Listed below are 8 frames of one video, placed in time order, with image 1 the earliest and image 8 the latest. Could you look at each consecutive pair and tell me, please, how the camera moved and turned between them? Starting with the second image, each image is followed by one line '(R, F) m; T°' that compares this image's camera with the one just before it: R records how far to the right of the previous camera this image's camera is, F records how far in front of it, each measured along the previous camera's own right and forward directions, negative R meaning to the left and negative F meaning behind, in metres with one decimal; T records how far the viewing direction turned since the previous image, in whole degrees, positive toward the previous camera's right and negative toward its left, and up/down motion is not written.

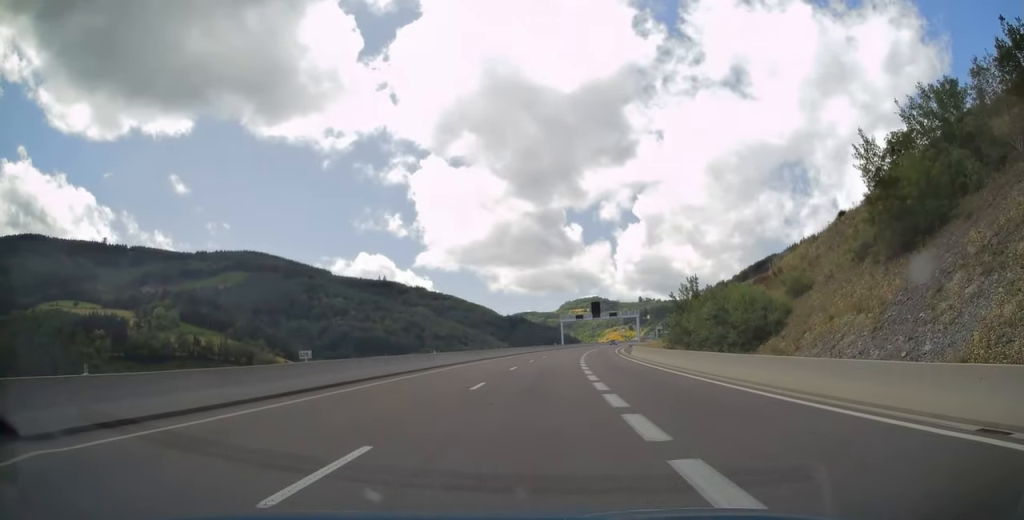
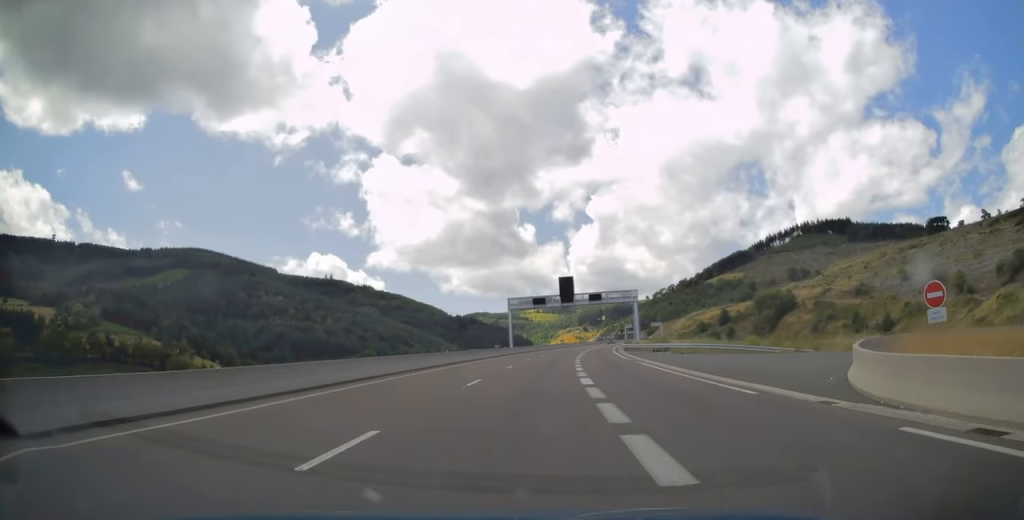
(+2.1, +50.1) m; +5°
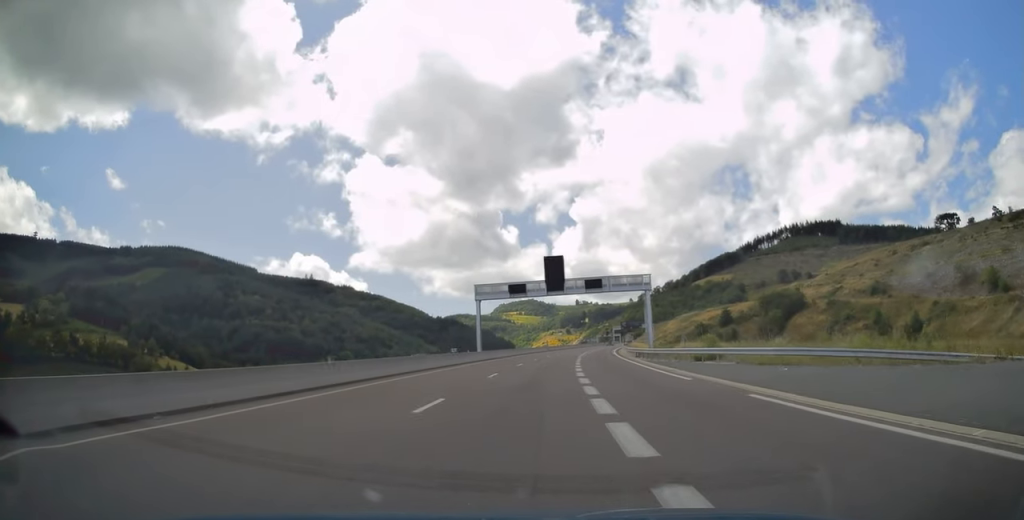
(+0.5, +20.3) m; +2°
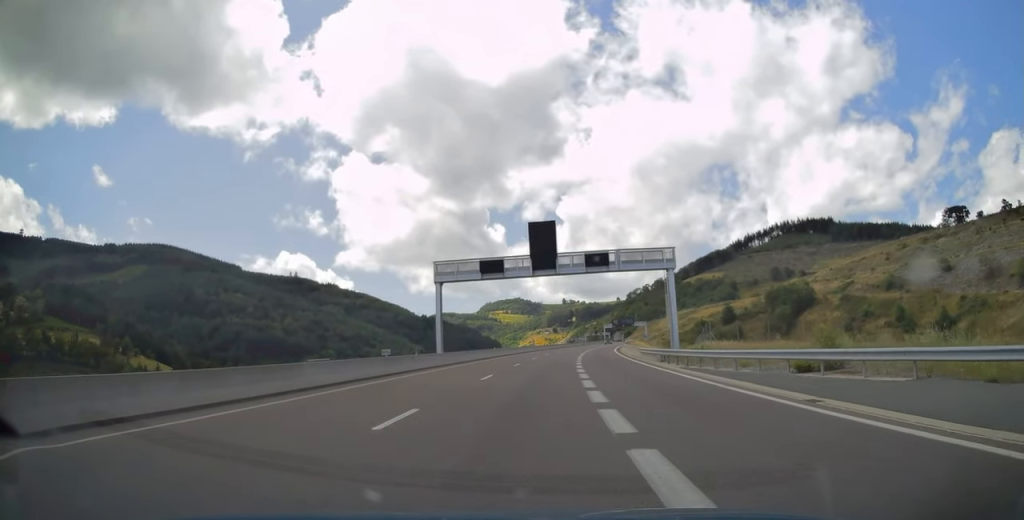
(+0.2, +15.6) m; +1°
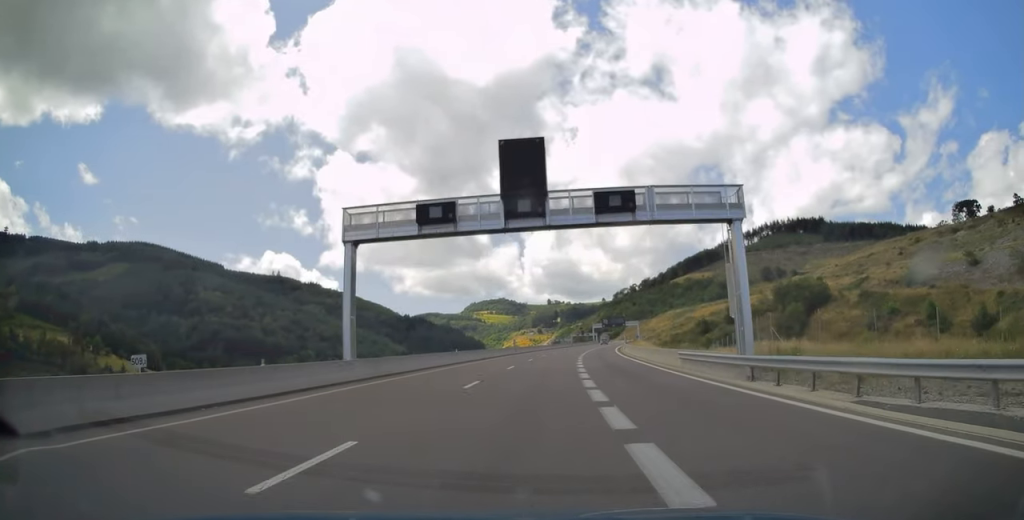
(0.0, +17.1) m; +1°
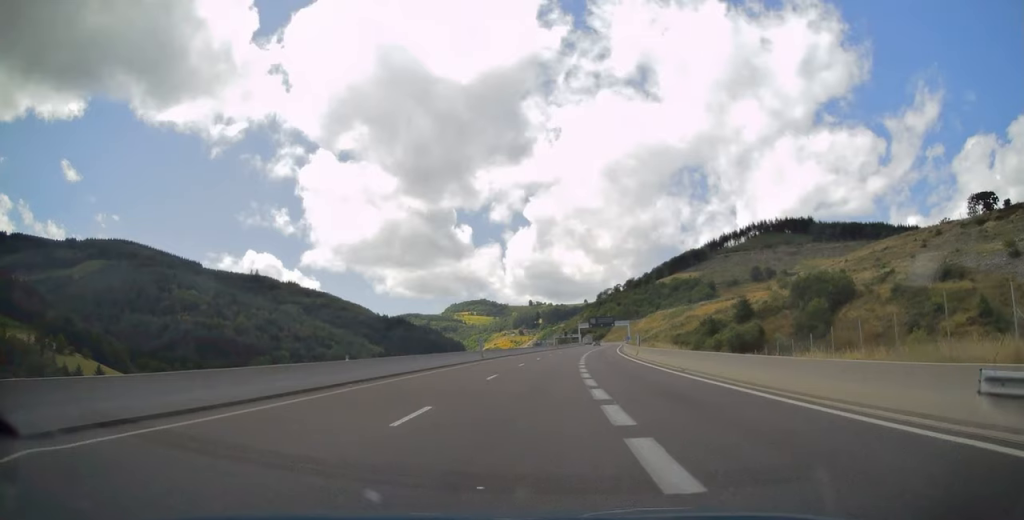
(+0.5, +21.3) m; +2°
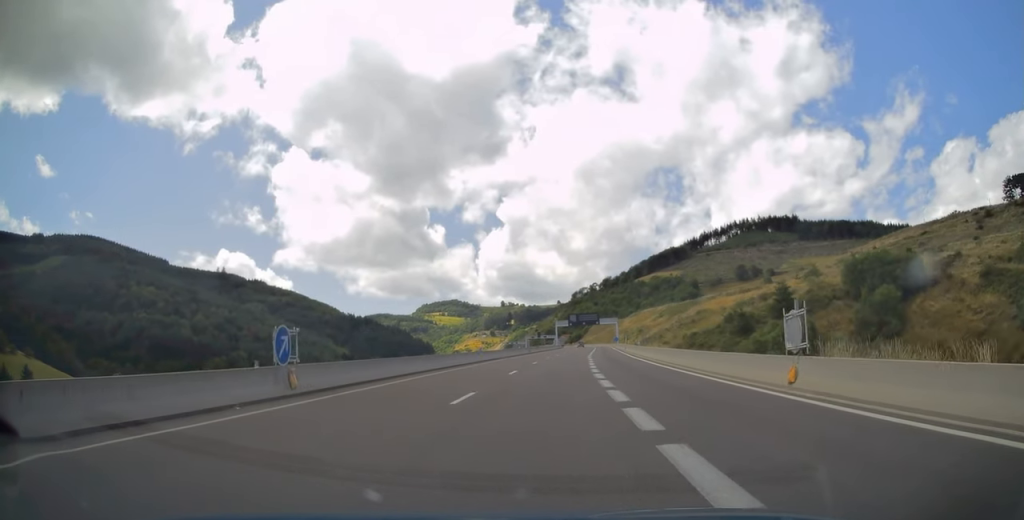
(+1.1, +35.3) m; +3°
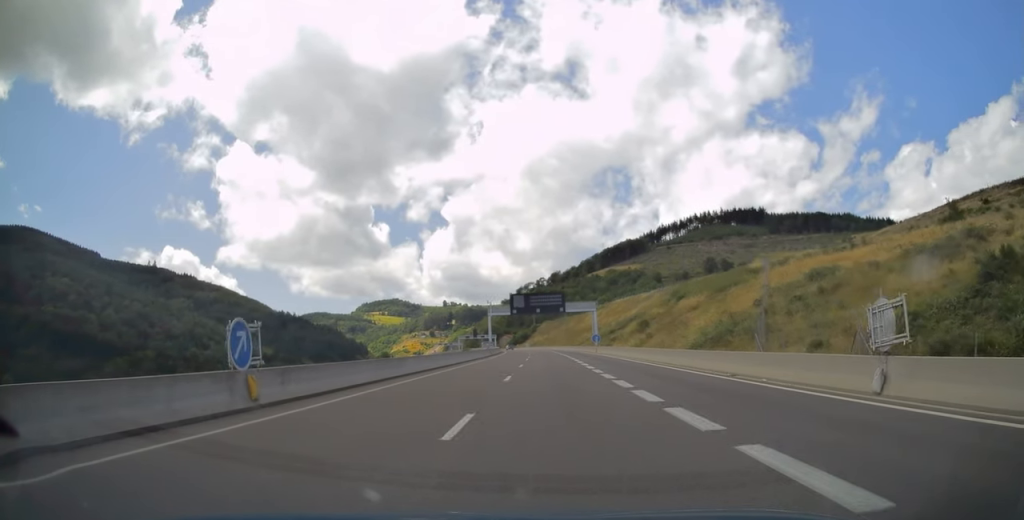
(+2.6, +70.0) m; +4°
